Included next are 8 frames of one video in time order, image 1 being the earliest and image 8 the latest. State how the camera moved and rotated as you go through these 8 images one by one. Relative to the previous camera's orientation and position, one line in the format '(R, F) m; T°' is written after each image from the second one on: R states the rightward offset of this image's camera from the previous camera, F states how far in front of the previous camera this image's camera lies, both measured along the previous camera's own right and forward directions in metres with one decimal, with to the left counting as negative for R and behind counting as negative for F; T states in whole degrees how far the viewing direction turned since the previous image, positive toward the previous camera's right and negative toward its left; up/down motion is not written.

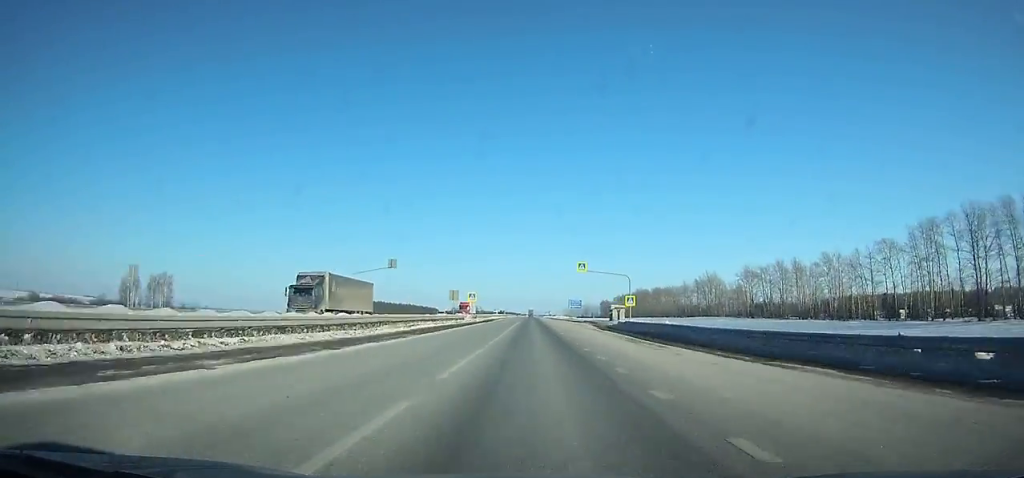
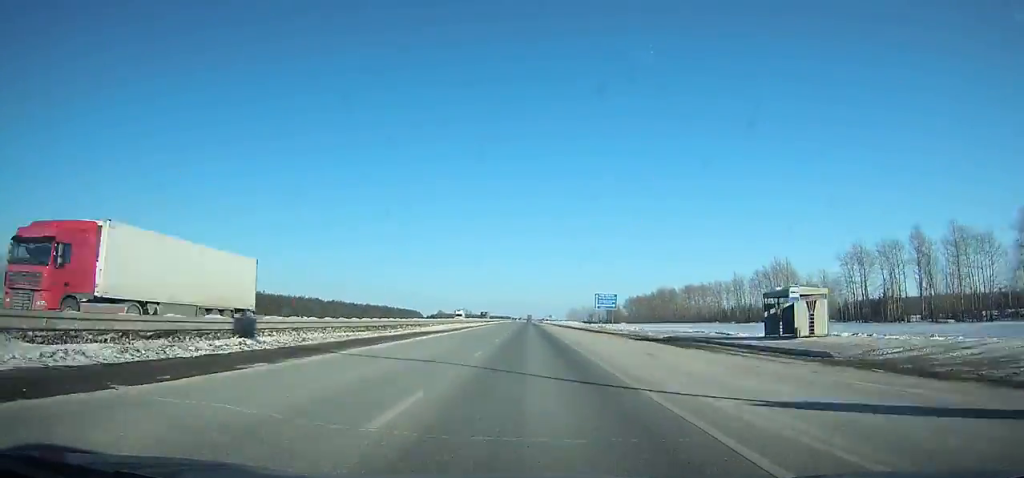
(+0.1, +69.9) m; 0°
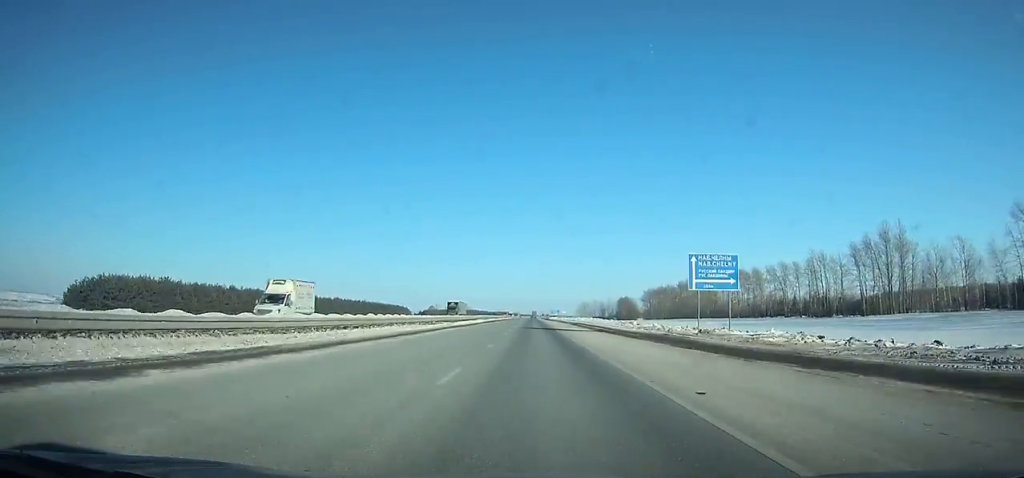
(0.0, +56.4) m; 0°
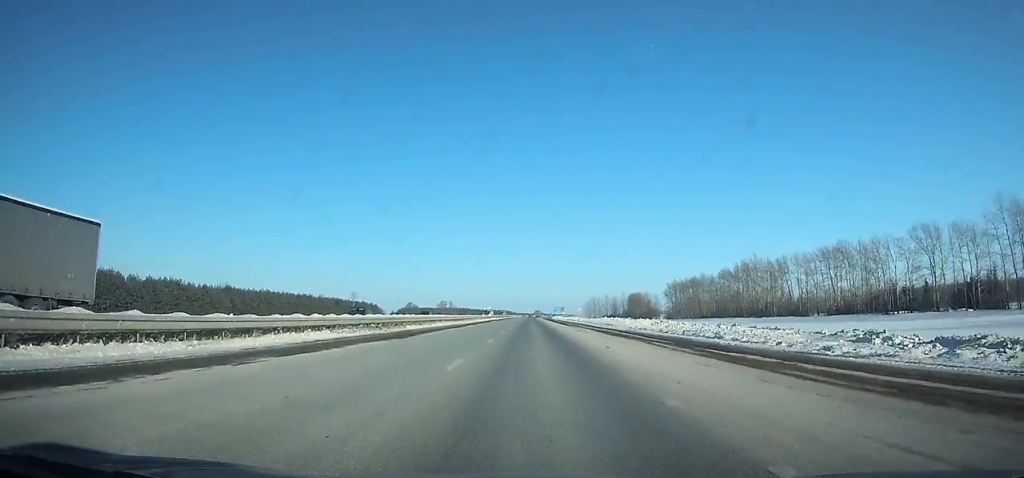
(0.0, +68.0) m; 0°
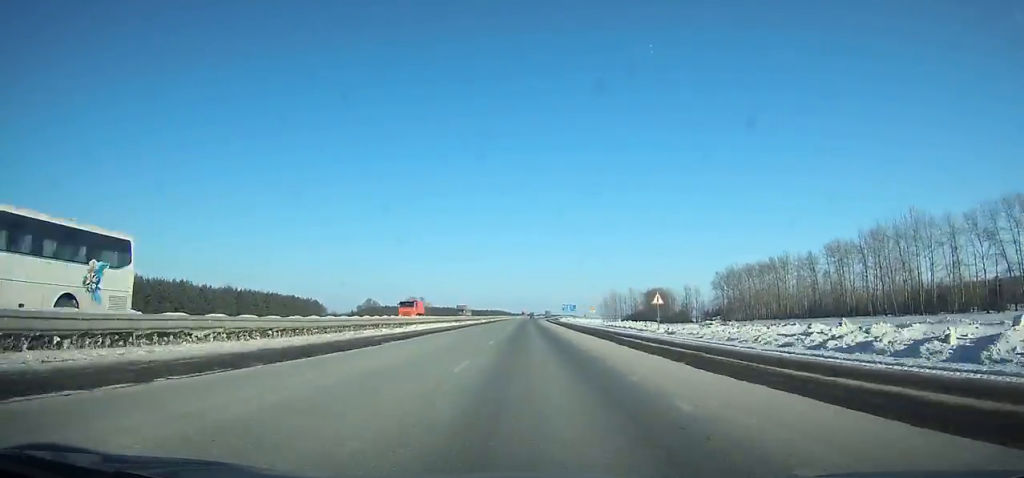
(+0.1, +84.5) m; 0°
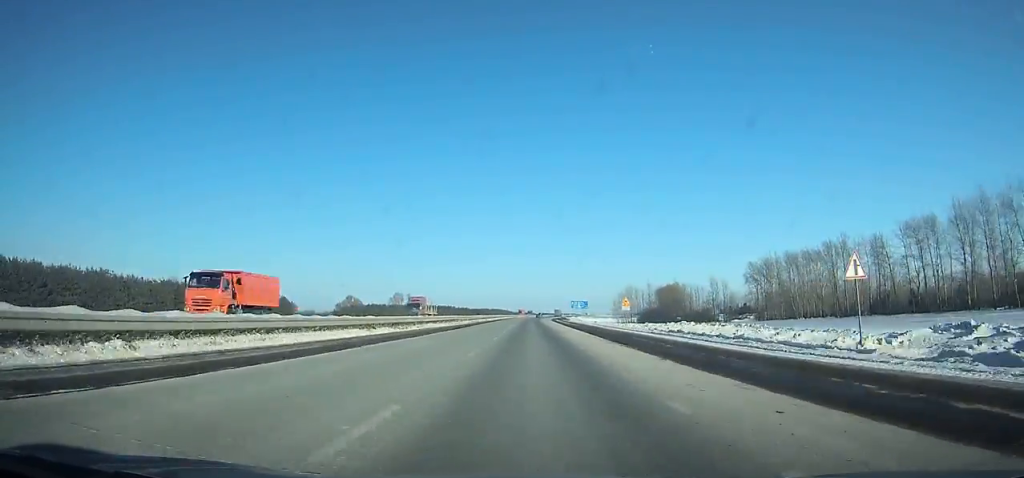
(+0.1, +31.6) m; 0°
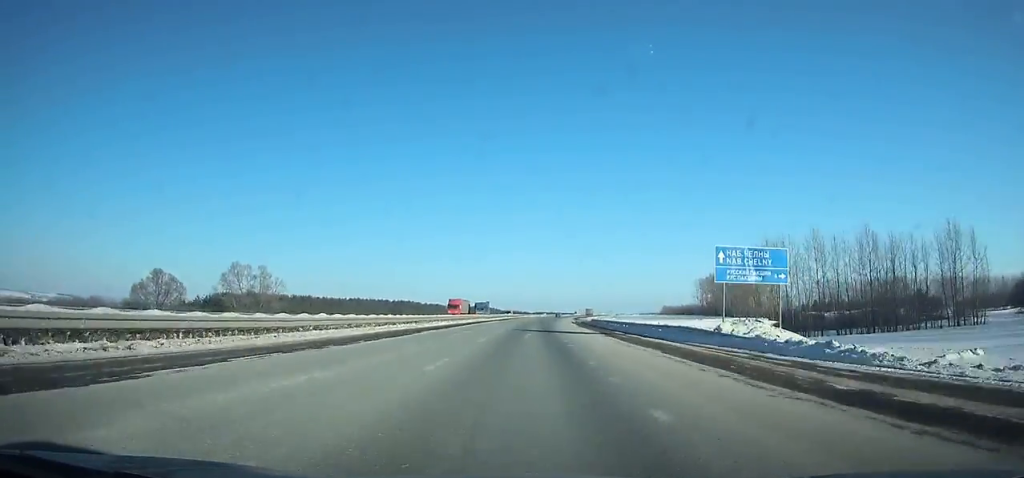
(+0.6, +123.0) m; +1°
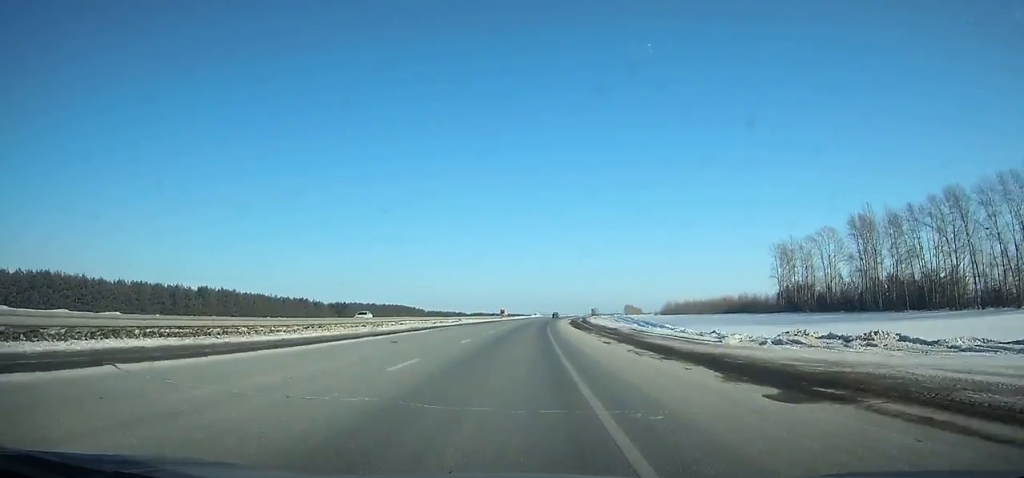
(+4.8, +156.2) m; +5°
